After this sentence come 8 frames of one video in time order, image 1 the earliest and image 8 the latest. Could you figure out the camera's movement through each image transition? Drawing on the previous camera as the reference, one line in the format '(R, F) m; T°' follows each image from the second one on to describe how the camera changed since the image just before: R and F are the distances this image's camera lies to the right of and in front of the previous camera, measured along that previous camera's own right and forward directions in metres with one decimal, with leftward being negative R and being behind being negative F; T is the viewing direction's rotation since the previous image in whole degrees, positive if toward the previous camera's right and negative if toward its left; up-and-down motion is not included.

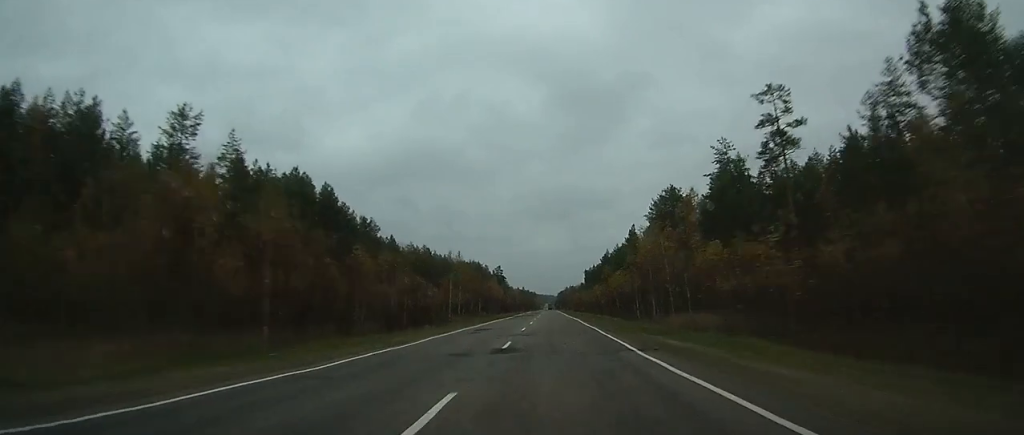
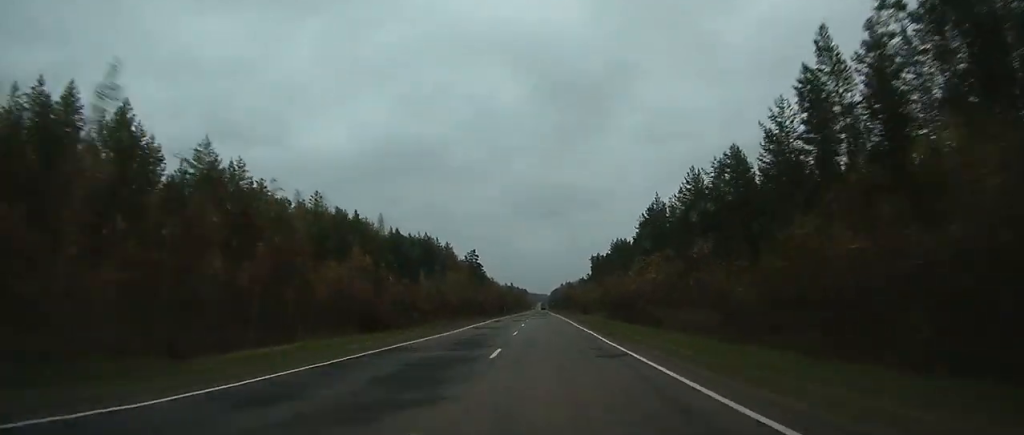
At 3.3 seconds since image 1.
(0.0, +103.3) m; 0°
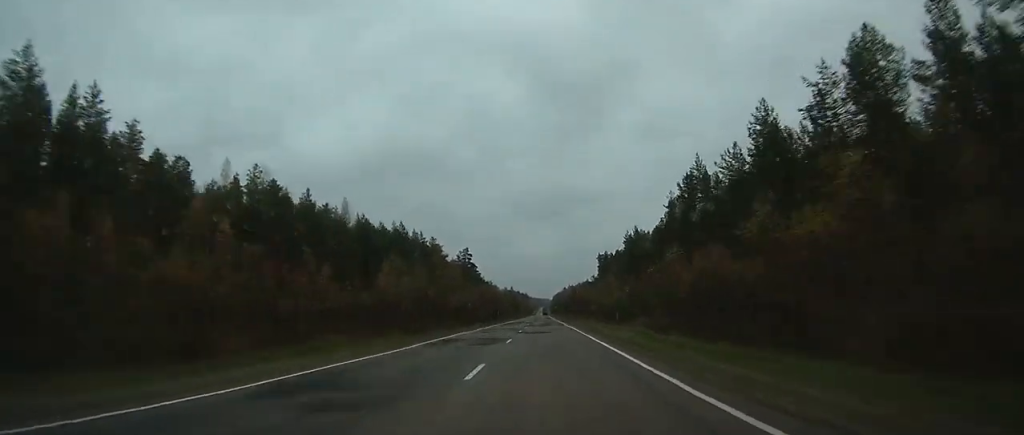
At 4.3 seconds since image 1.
(0.0, +29.1) m; 0°
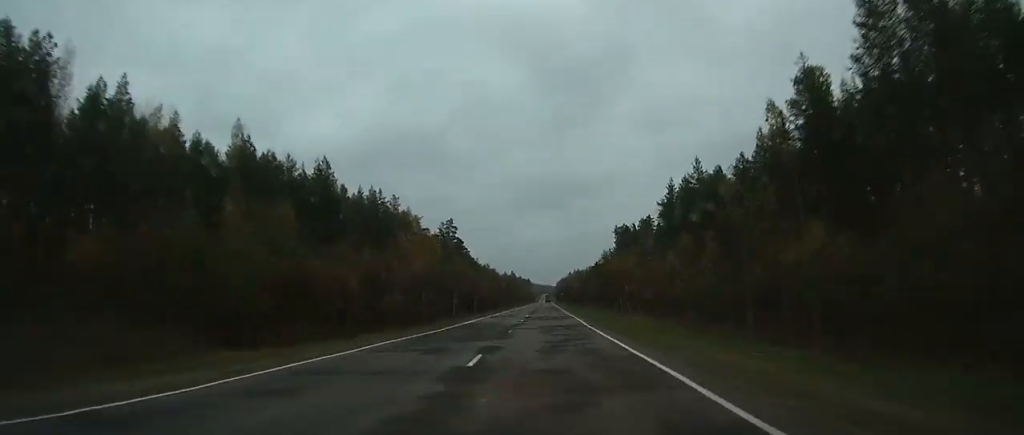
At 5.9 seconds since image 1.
(0.0, +47.8) m; 0°
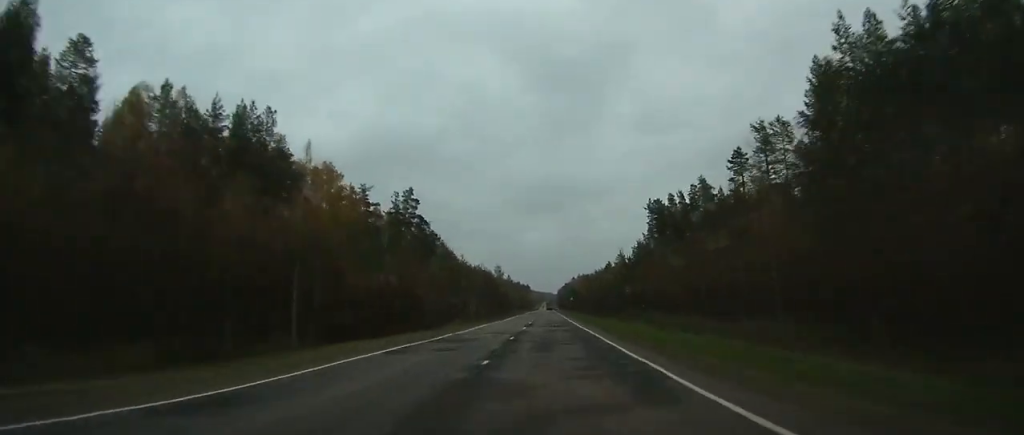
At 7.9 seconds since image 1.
(-0.1, +59.0) m; 0°
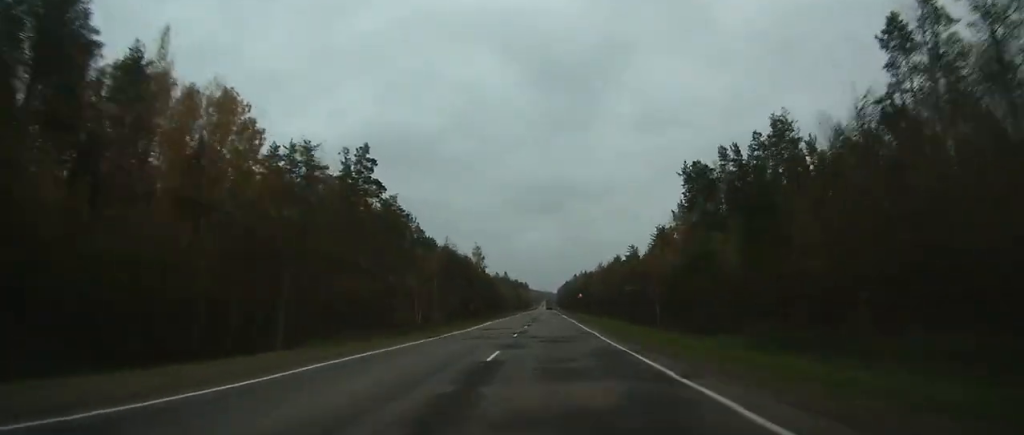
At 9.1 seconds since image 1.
(0.0, +33.2) m; 0°
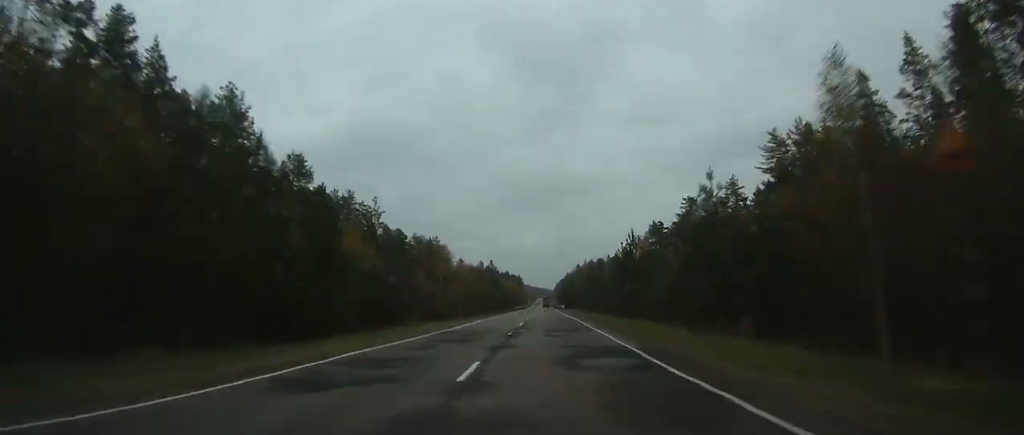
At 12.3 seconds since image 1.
(+0.4, +89.3) m; +1°
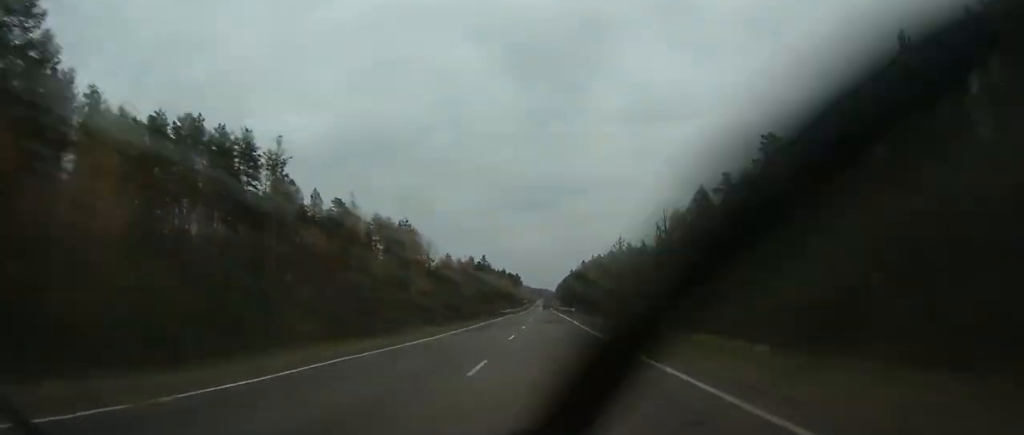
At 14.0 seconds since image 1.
(+0.3, +49.4) m; 0°
